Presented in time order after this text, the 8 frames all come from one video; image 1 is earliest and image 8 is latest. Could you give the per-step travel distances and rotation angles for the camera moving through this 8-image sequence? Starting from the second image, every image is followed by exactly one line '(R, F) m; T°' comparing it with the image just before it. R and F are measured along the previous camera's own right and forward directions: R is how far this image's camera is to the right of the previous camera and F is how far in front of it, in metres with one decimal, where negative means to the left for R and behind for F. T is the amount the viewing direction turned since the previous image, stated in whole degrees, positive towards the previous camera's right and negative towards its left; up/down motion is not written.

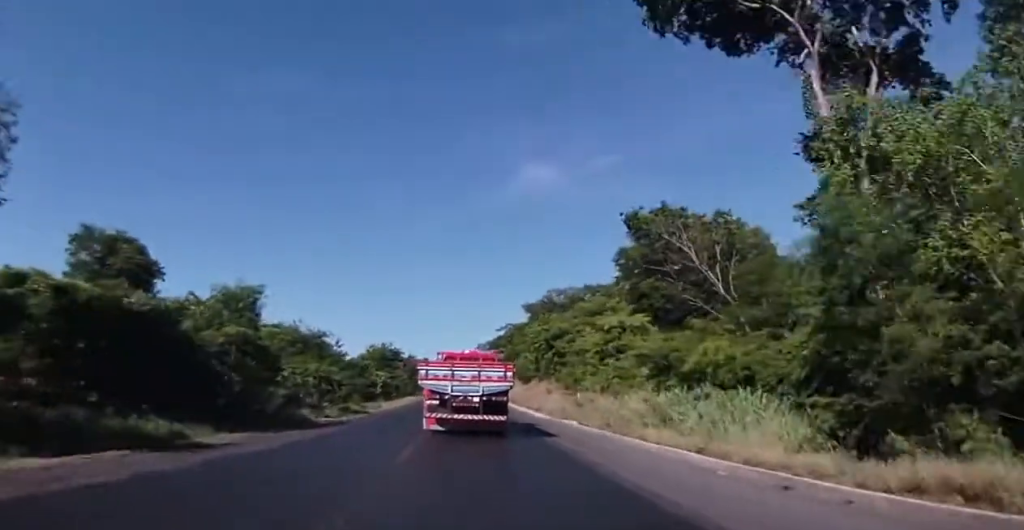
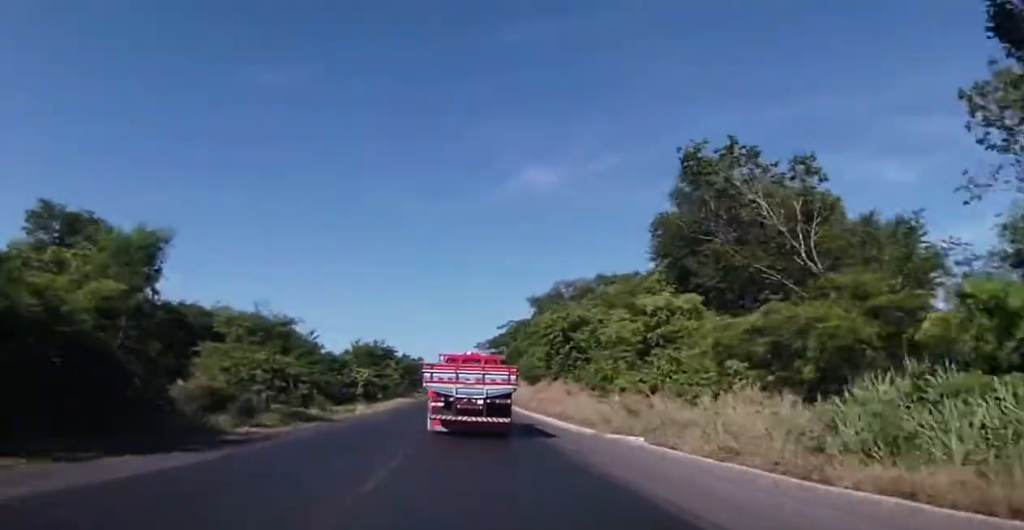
(0.0, +12.9) m; 0°
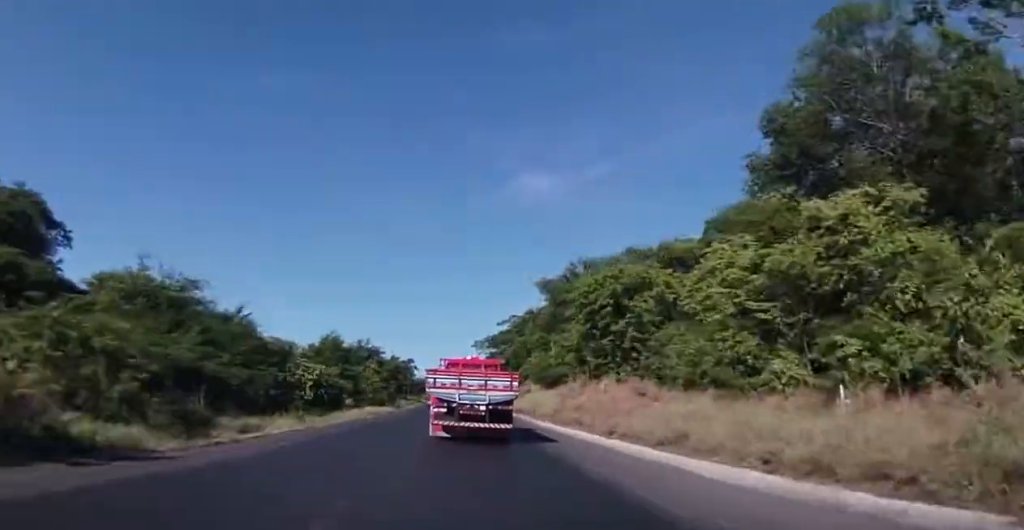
(0.0, +21.3) m; +2°
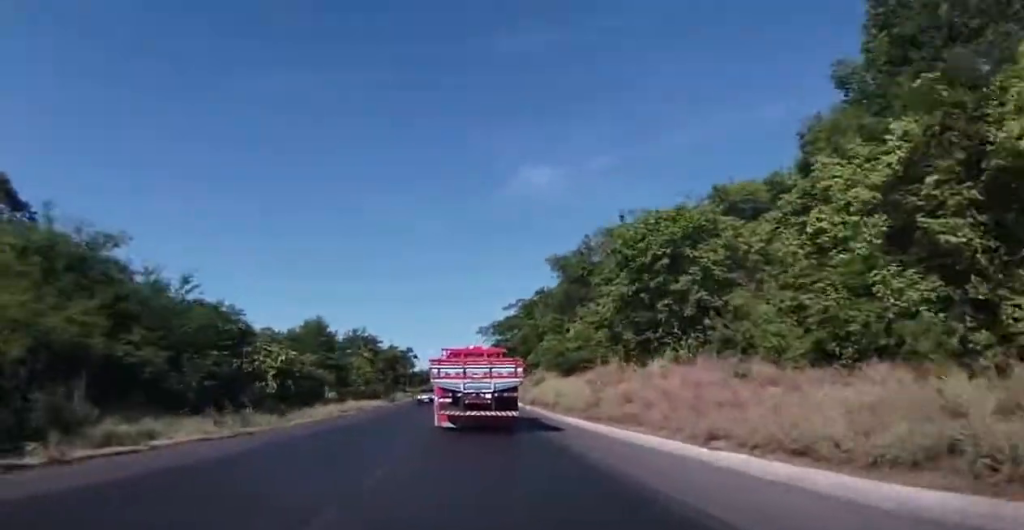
(+0.4, +10.1) m; 0°
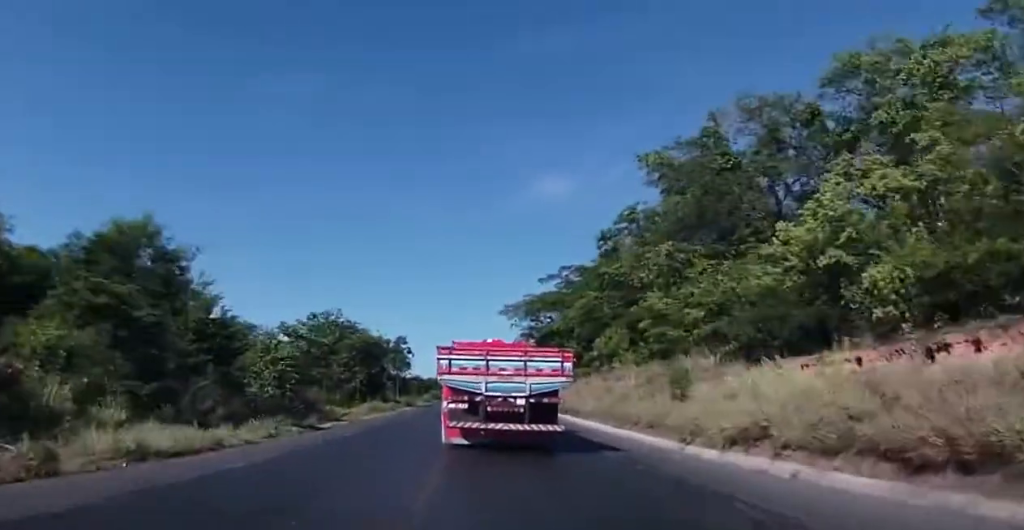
(-1.2, +40.4) m; -3°
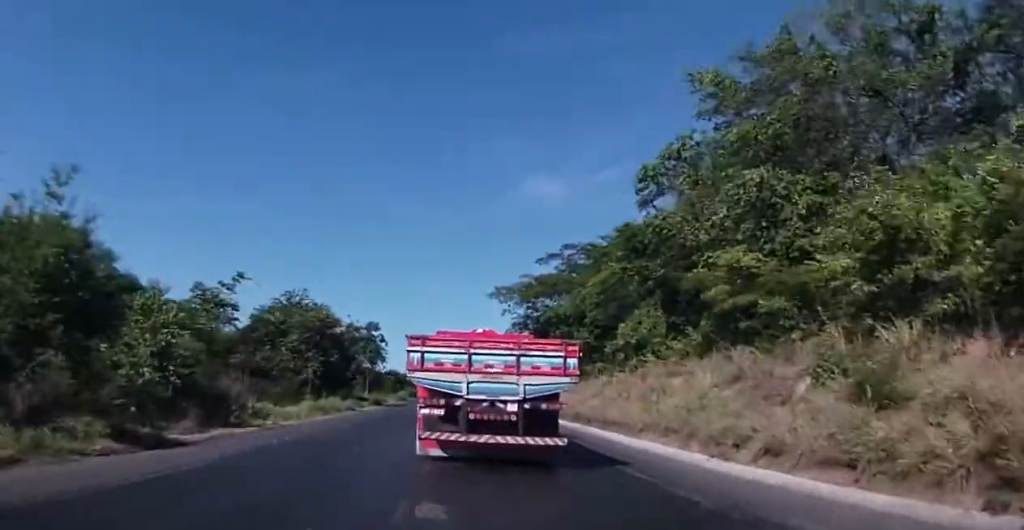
(-0.4, +13.9) m; +1°
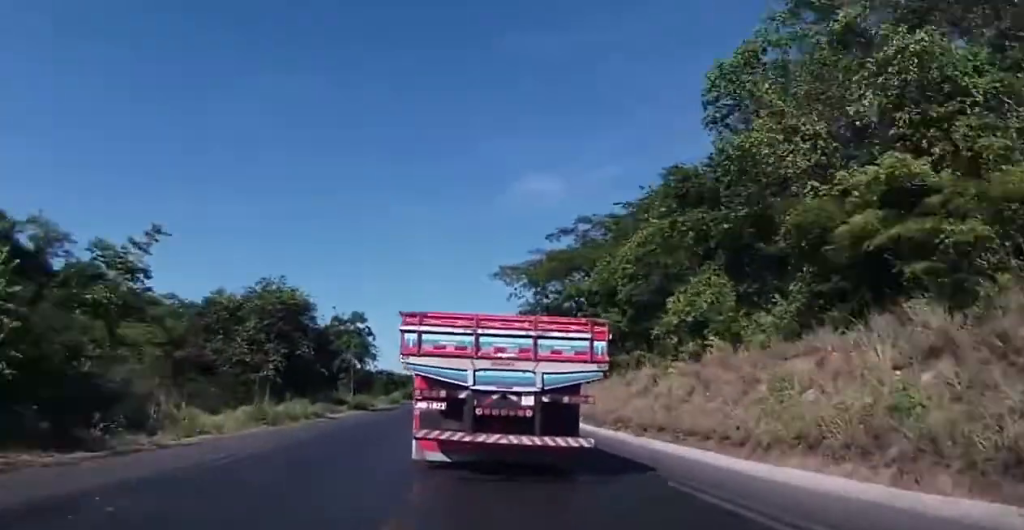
(+0.7, +10.9) m; +1°
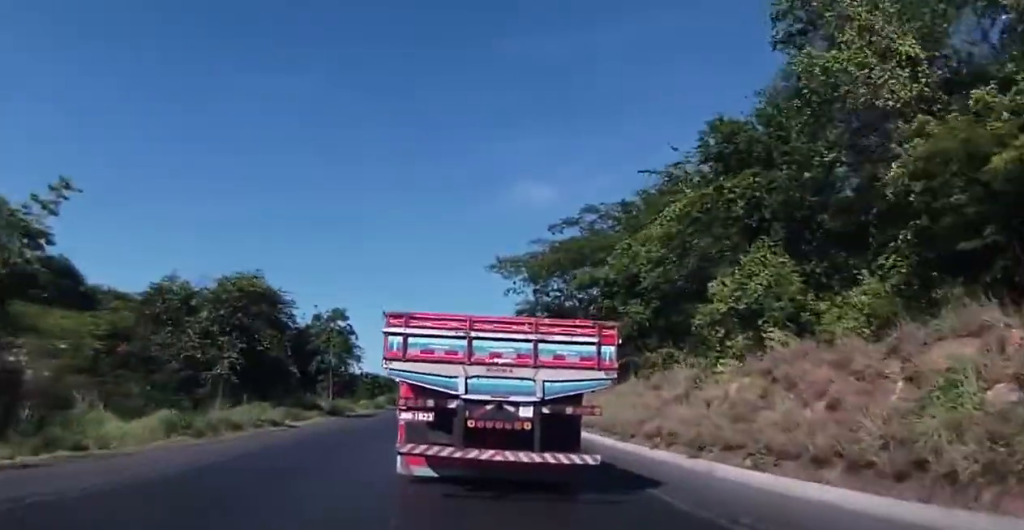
(0.0, +7.0) m; 0°
